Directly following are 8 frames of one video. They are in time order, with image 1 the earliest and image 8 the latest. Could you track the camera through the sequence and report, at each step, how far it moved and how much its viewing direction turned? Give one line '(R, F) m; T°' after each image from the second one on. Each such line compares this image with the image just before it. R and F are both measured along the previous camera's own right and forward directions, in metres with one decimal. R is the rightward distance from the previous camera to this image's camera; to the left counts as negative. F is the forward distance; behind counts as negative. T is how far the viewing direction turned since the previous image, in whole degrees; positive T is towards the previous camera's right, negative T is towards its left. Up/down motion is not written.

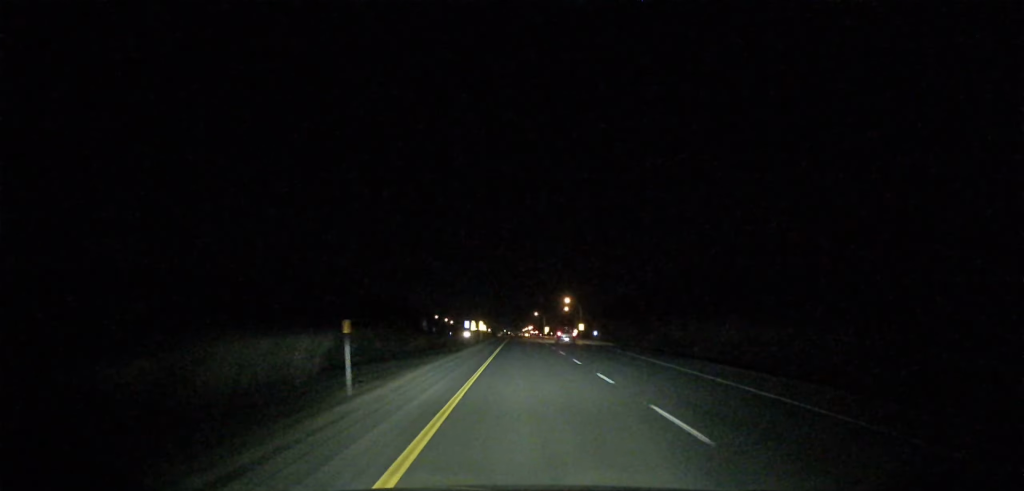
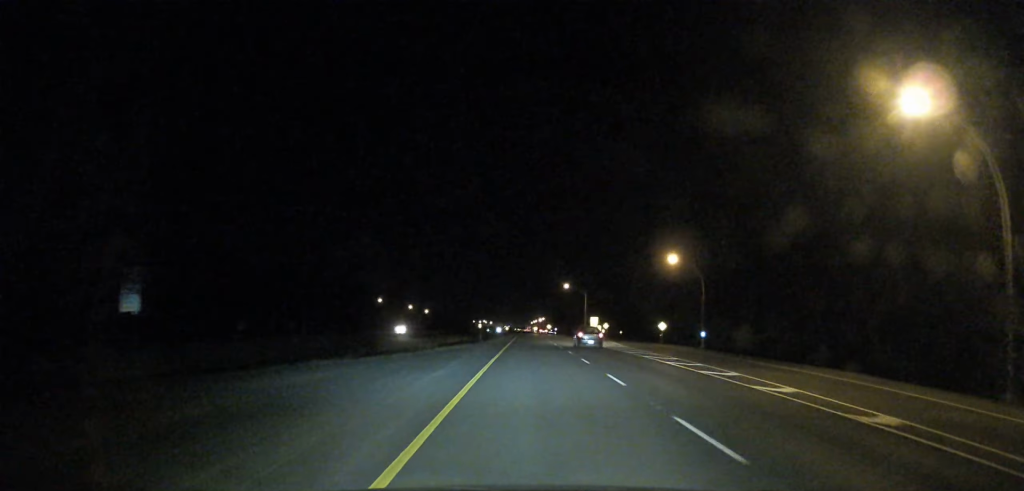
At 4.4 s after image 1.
(0.0, +149.8) m; 0°
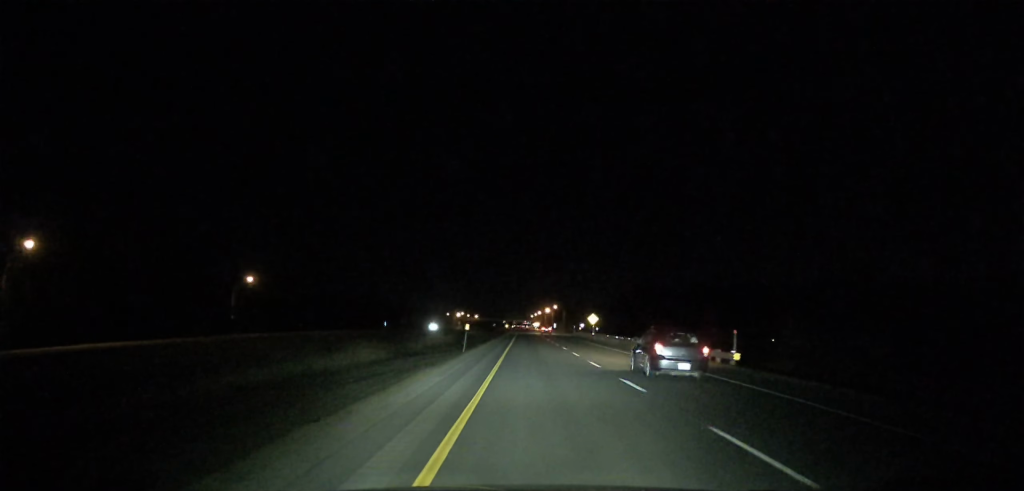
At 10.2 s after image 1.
(+0.1, +196.6) m; 0°
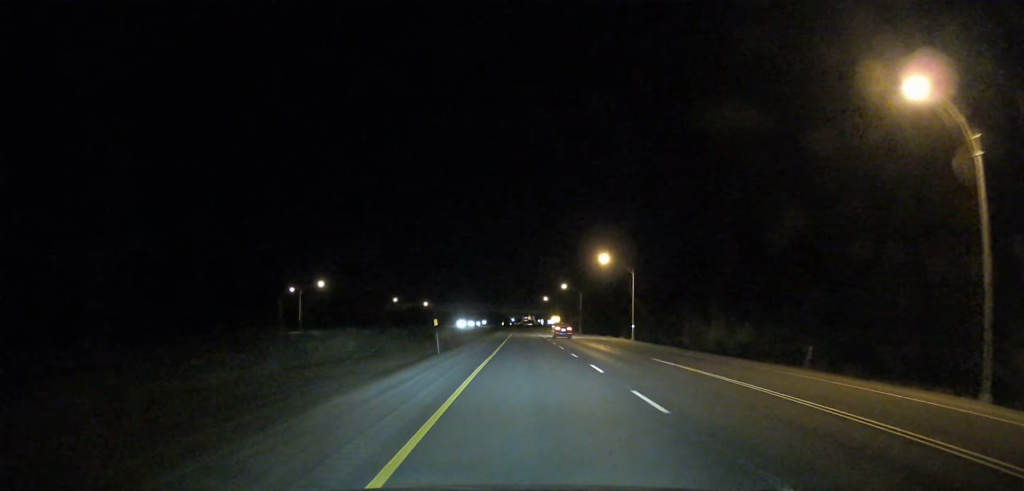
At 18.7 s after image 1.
(+0.3, +273.6) m; 0°
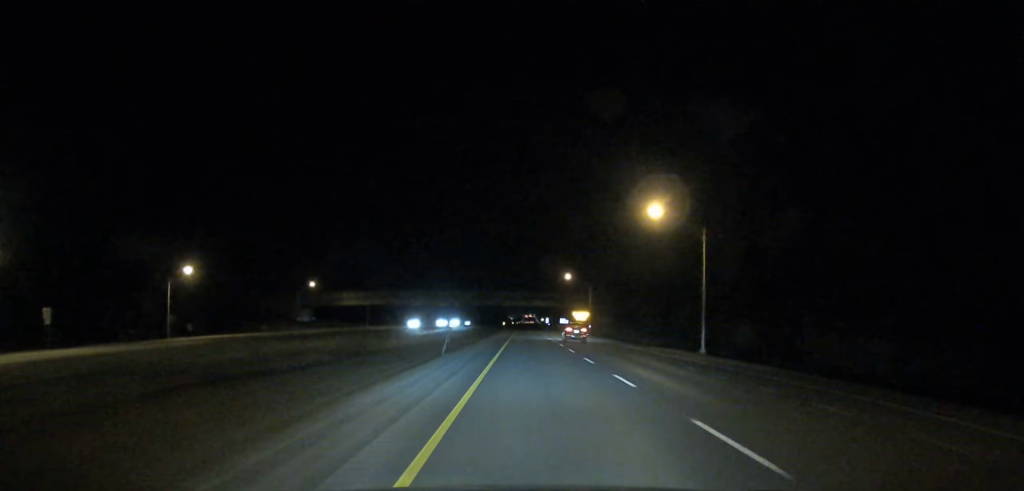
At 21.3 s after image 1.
(-0.1, +79.1) m; 0°
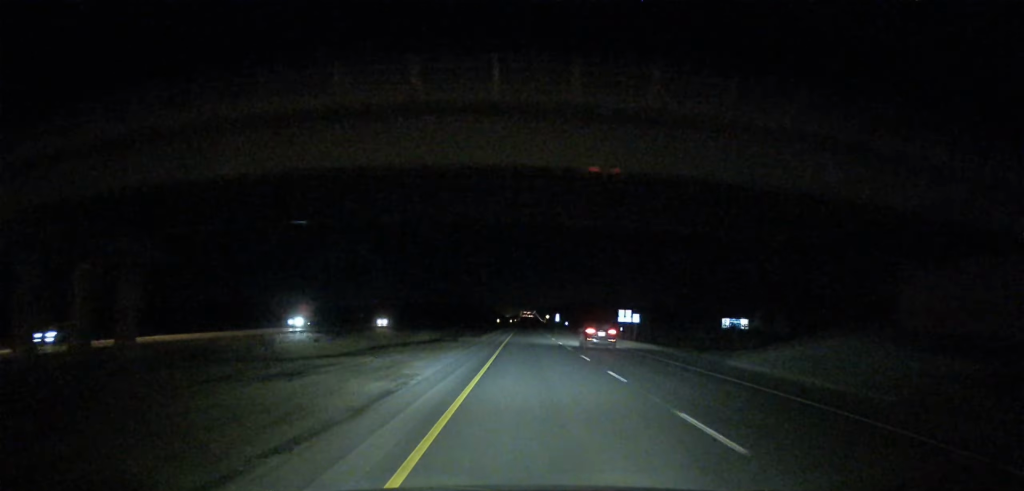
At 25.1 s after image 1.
(+0.1, +106.3) m; 0°
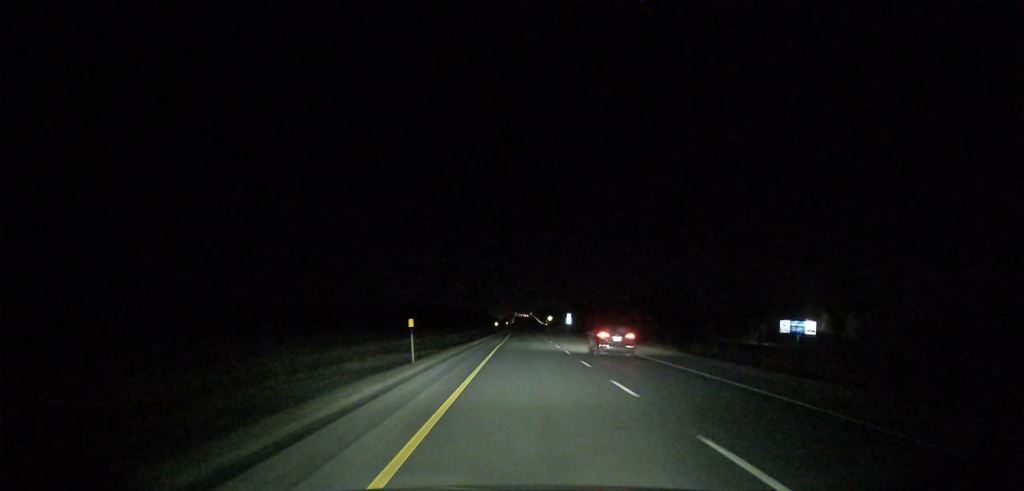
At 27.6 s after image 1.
(0.0, +64.9) m; 0°
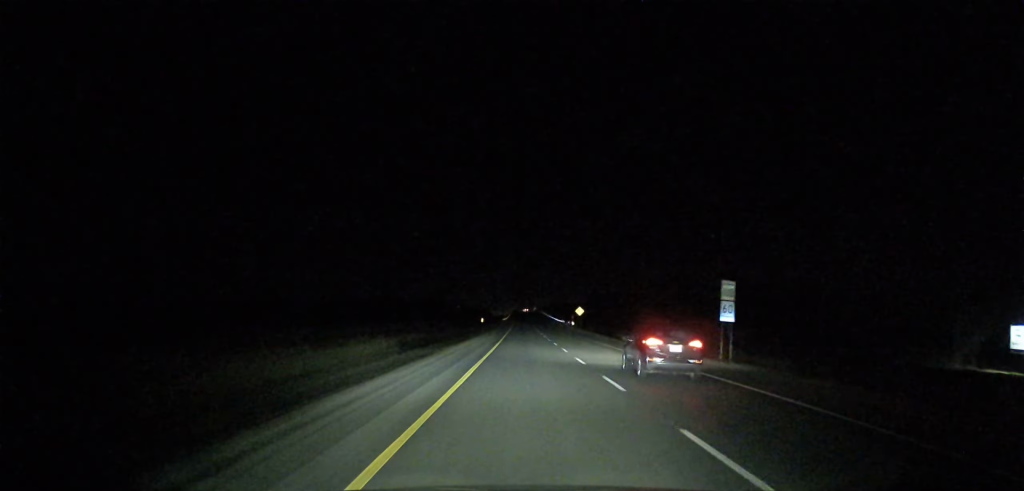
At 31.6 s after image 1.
(+0.2, +88.6) m; 0°
